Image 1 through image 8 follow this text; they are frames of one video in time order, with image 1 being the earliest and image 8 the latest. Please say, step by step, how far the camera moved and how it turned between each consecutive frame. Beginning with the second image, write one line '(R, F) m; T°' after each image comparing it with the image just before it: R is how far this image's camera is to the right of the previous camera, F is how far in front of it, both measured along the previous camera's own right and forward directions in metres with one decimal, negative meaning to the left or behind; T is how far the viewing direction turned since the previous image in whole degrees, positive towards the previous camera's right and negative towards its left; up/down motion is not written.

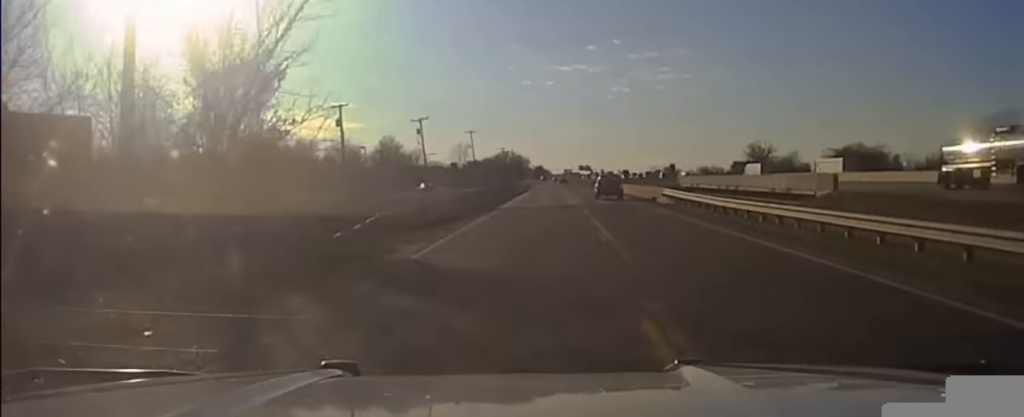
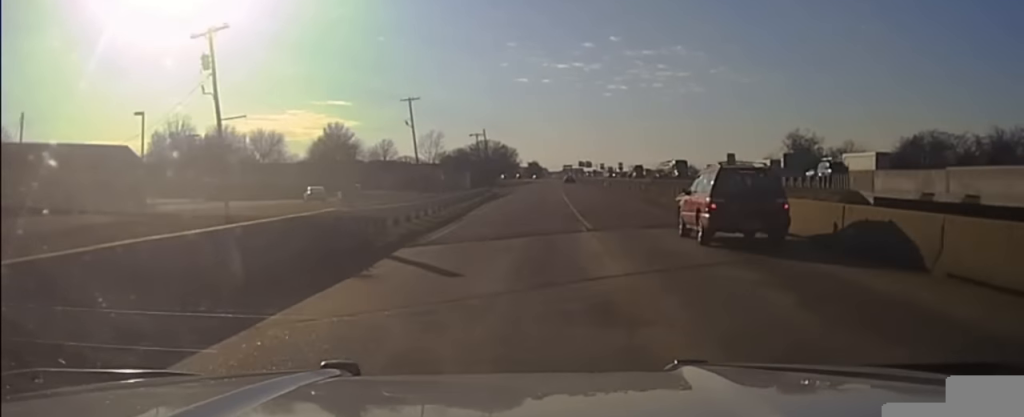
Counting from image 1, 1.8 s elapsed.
(-0.1, +69.9) m; 0°
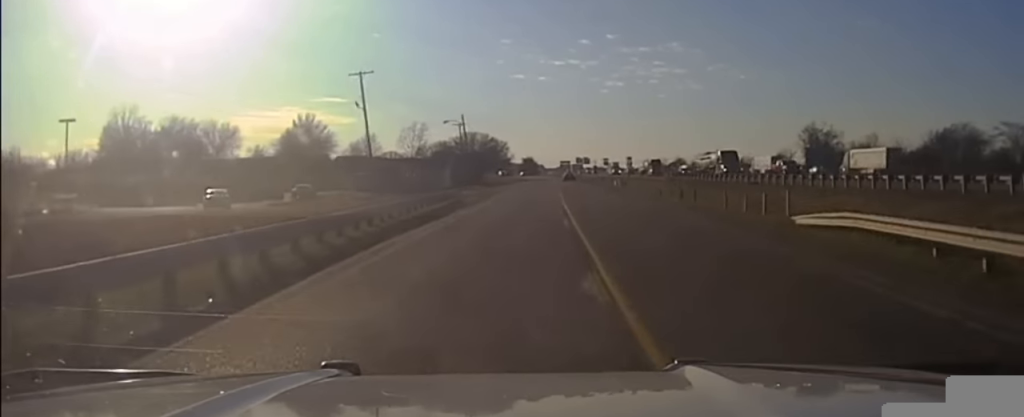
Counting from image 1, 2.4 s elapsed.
(+0.1, +25.4) m; 0°
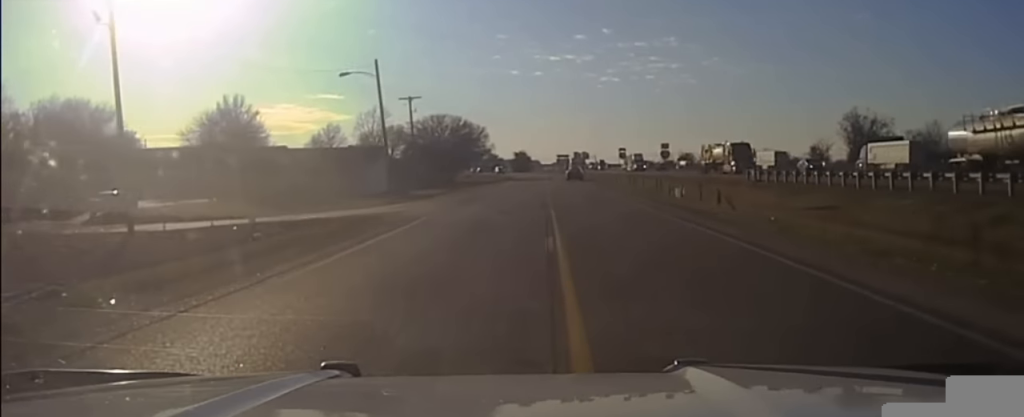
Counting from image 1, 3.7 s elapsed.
(+0.3, +44.8) m; 0°
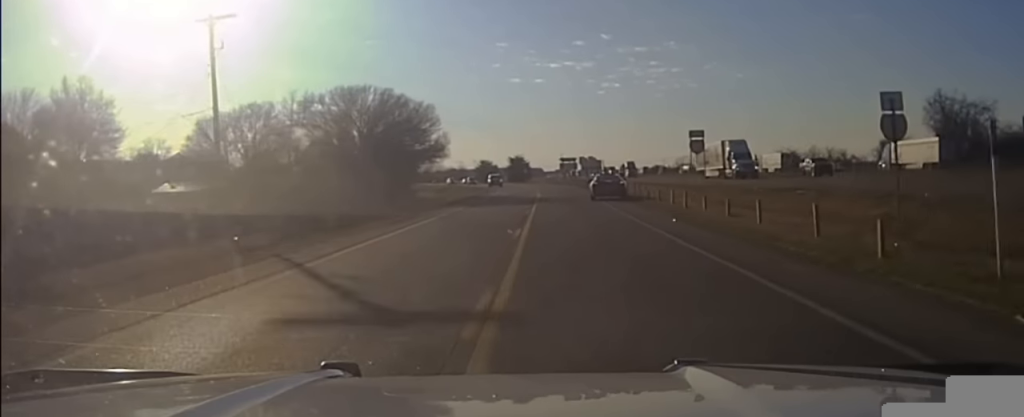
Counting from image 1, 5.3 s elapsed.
(-0.2, +57.6) m; -1°
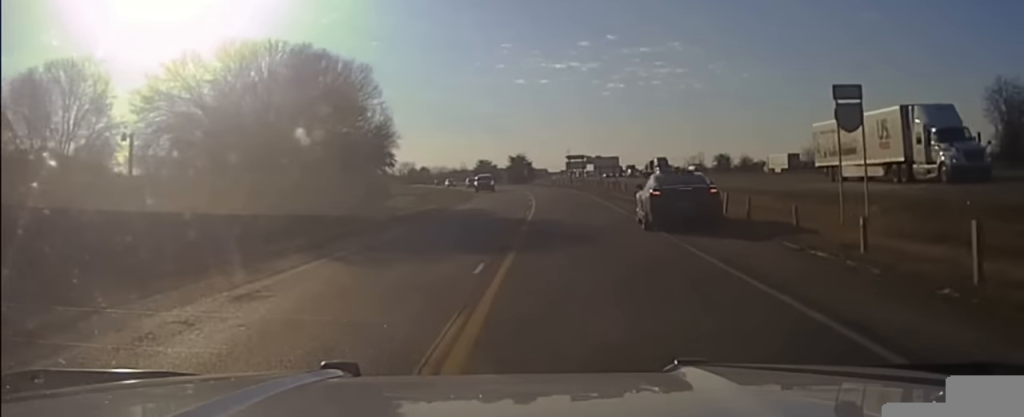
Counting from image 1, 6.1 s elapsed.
(-0.1, +24.0) m; 0°
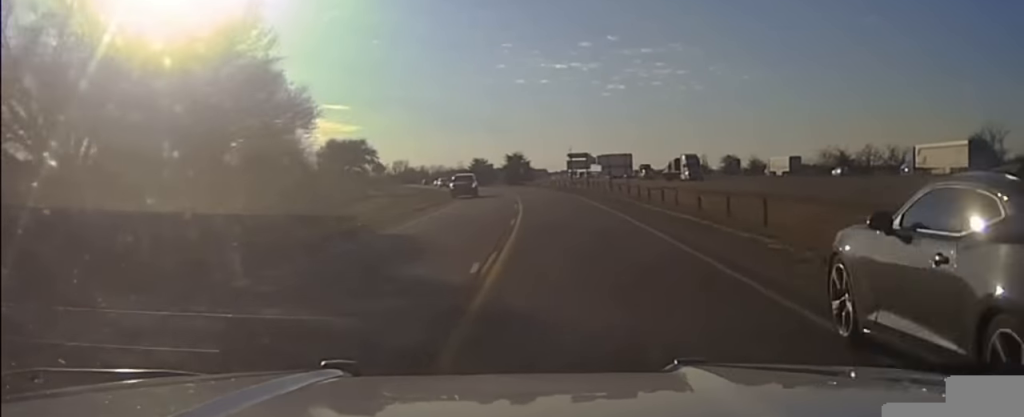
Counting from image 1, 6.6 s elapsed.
(0.0, +16.4) m; 0°
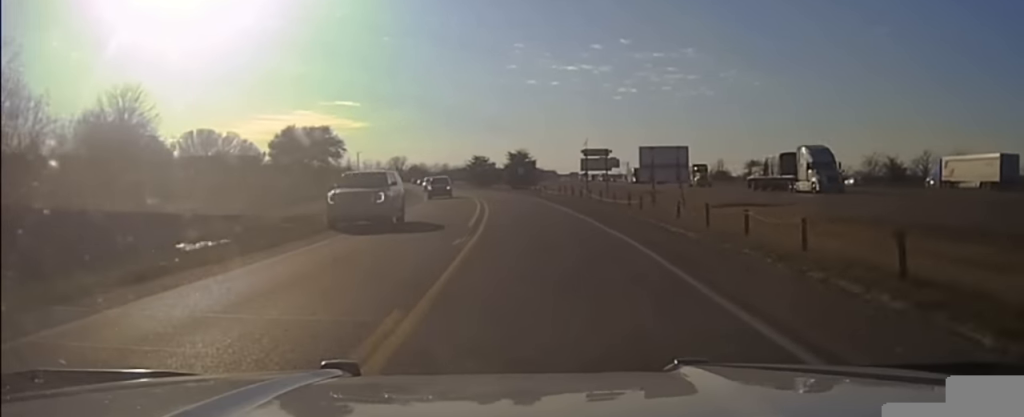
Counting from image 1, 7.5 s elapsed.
(0.0, +31.8) m; -2°
